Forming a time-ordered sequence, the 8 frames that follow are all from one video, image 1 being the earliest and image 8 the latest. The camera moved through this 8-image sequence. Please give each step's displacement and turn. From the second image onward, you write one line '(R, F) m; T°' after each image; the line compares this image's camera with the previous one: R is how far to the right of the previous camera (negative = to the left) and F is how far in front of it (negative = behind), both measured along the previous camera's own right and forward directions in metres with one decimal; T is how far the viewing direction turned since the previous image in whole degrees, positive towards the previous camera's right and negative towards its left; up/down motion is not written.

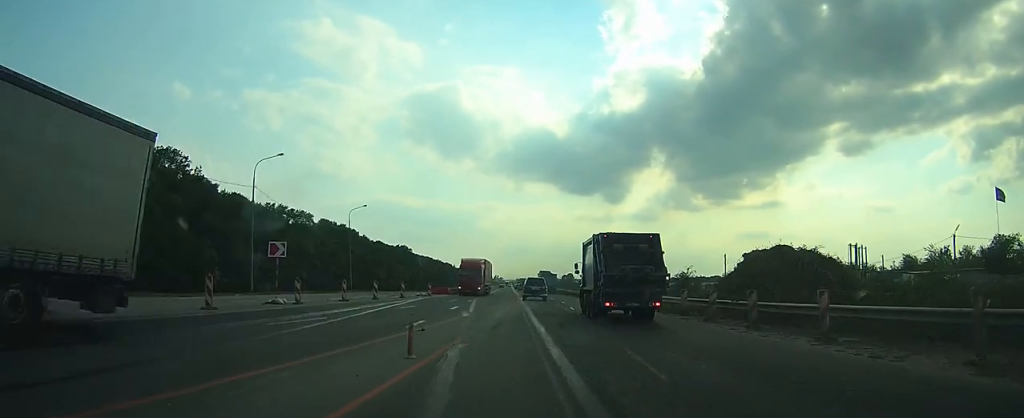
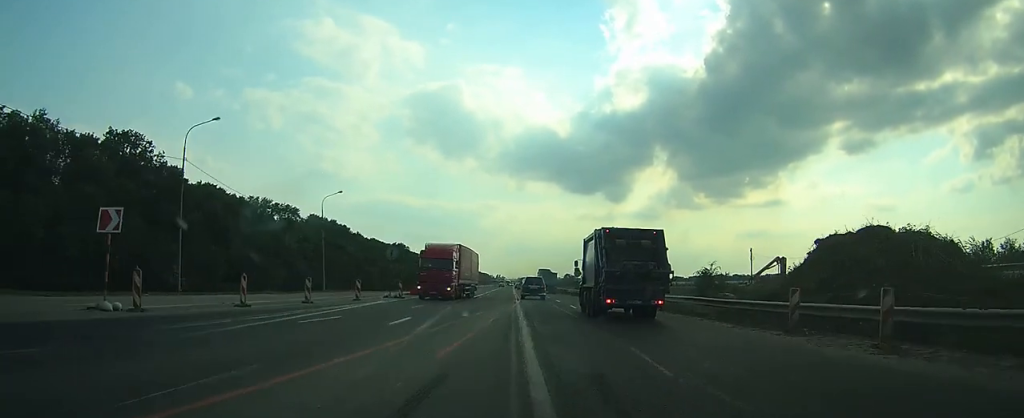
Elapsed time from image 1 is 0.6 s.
(0.0, +11.7) m; 0°
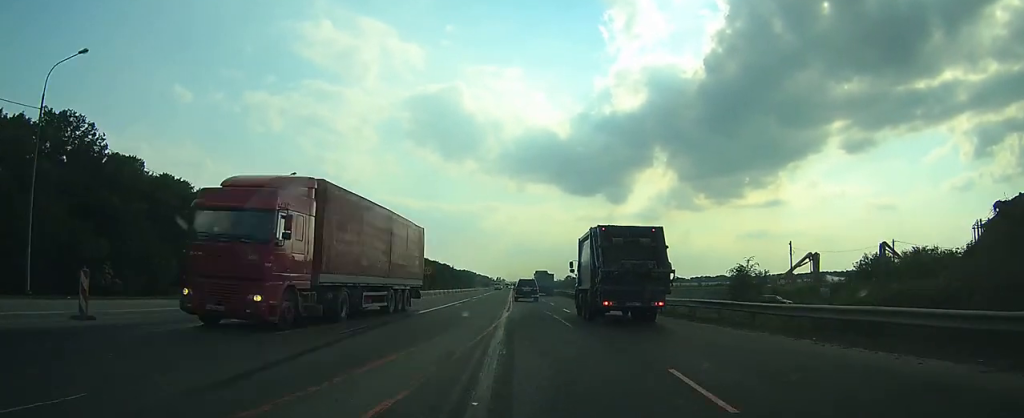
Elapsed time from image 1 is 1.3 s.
(-0.1, +14.5) m; 0°
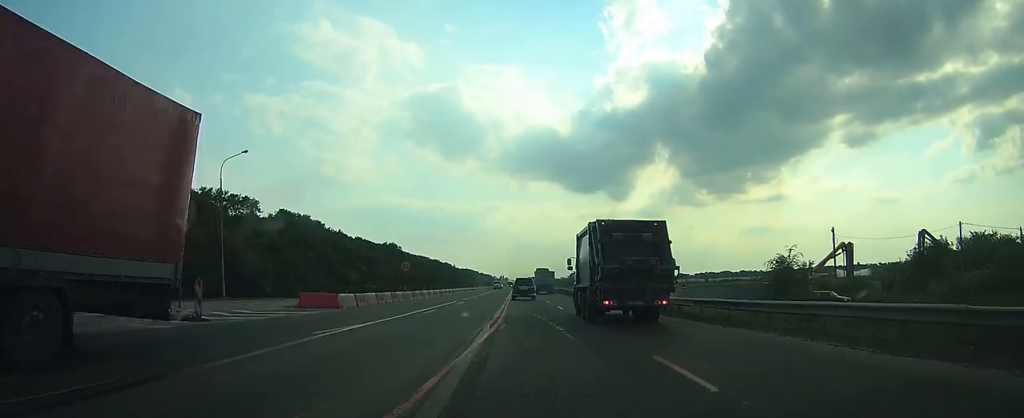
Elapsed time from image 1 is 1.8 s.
(0.0, +11.0) m; 0°
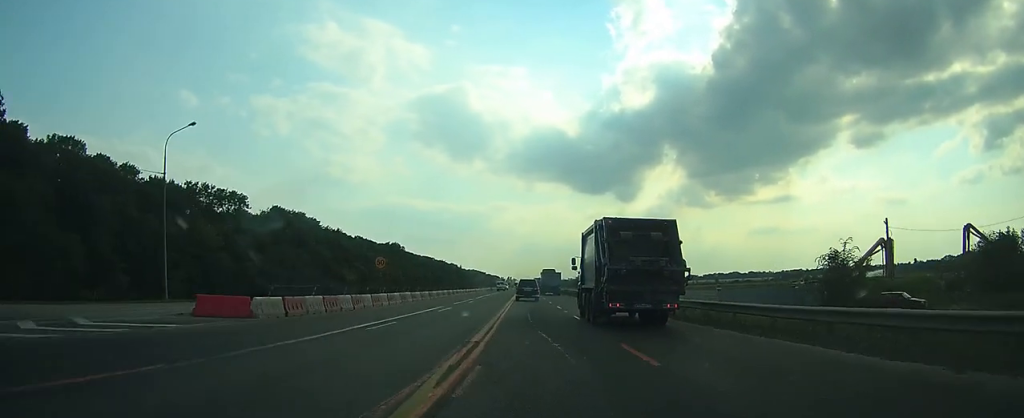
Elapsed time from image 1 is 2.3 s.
(0.0, +9.6) m; 0°
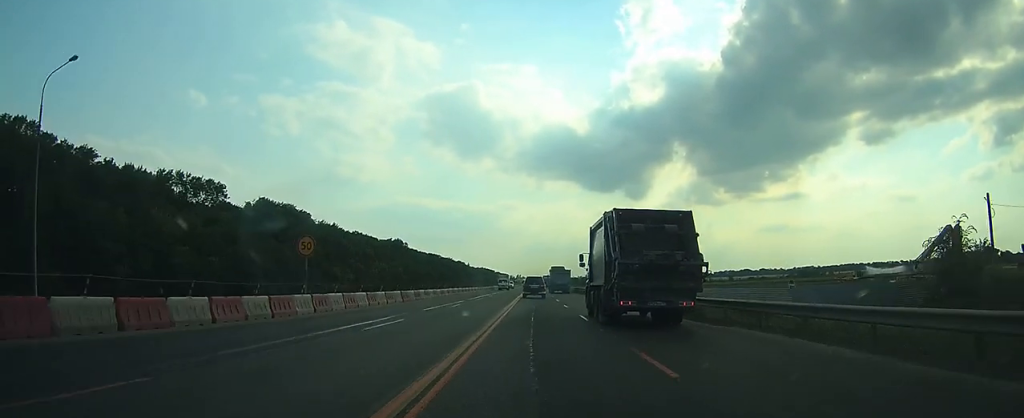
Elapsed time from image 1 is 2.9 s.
(0.0, +13.8) m; 0°
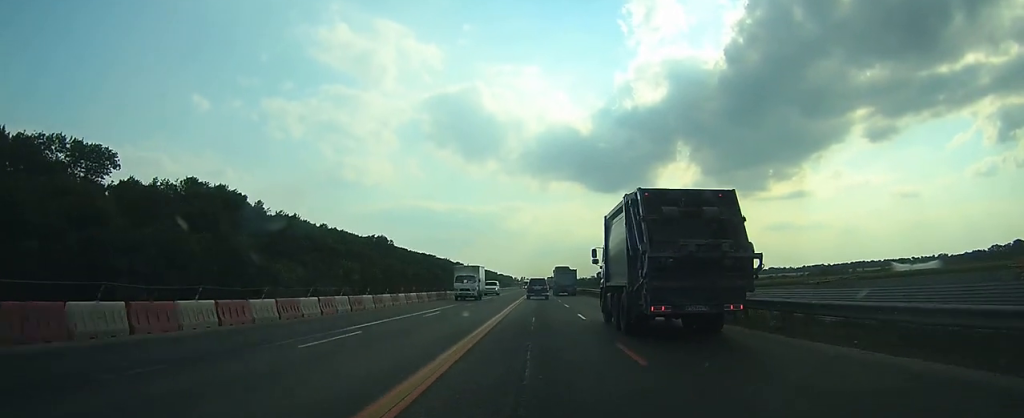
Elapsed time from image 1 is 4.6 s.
(-0.1, +34.8) m; -1°
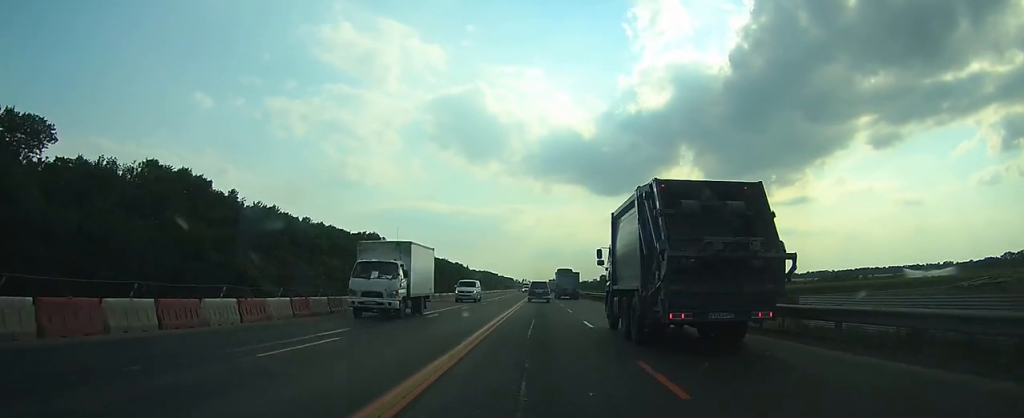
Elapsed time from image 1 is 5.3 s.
(-0.1, +14.3) m; -1°
